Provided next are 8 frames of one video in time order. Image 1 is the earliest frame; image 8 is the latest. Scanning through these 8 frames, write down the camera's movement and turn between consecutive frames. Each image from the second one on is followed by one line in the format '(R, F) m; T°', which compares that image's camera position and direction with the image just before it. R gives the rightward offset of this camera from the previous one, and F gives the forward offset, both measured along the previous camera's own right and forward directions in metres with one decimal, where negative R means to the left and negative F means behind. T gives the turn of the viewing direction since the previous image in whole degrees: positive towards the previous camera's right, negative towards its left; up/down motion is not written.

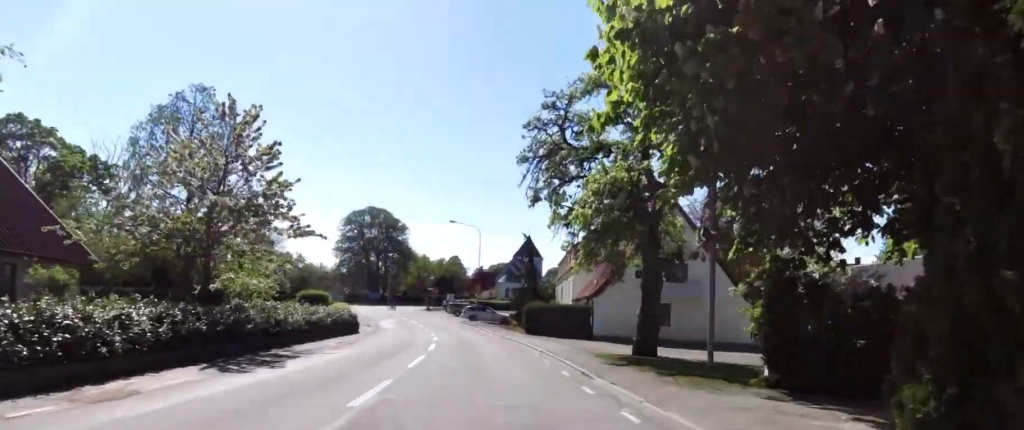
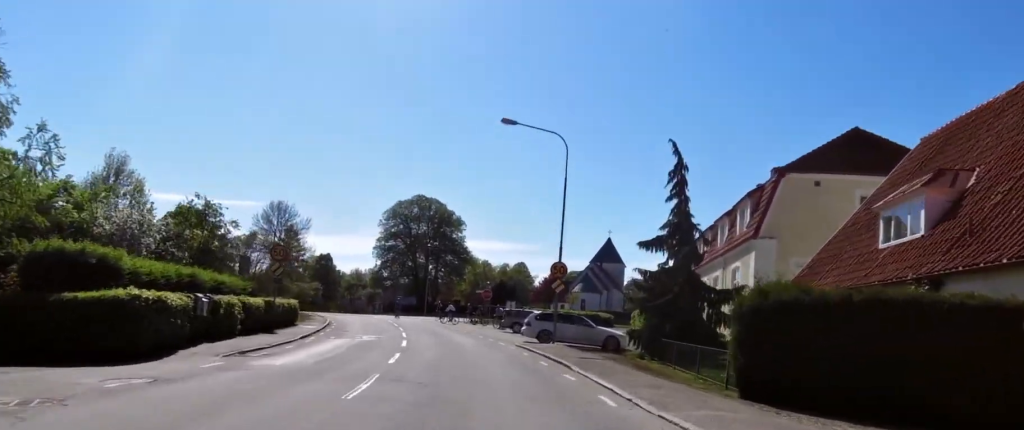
(+0.4, +29.6) m; +7°
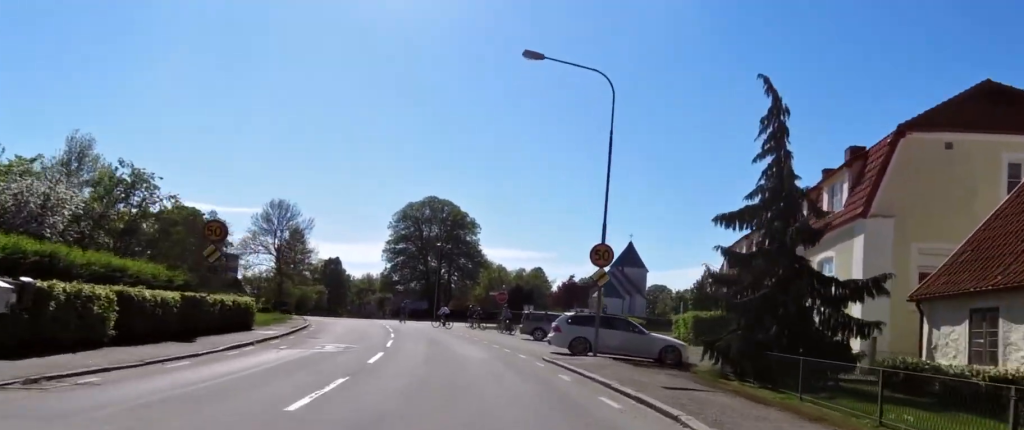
(+0.6, +6.9) m; -3°
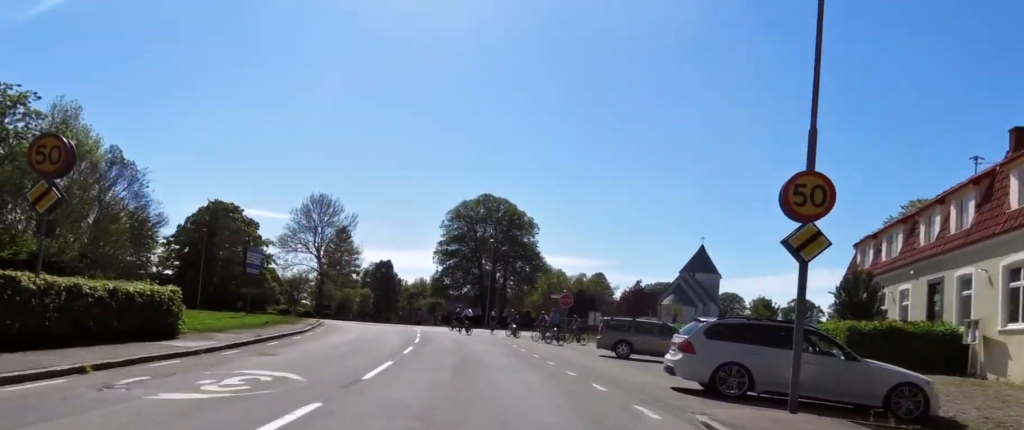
(-1.5, +8.4) m; -11°
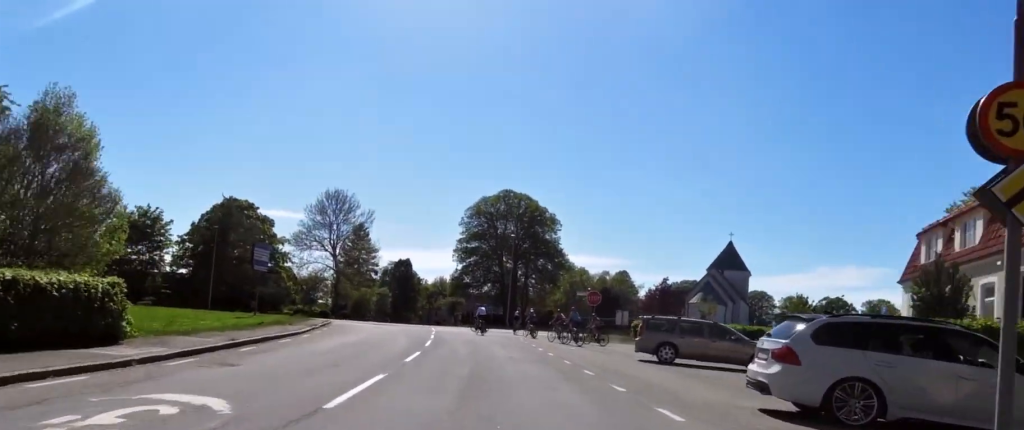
(-0.5, +2.9) m; 0°
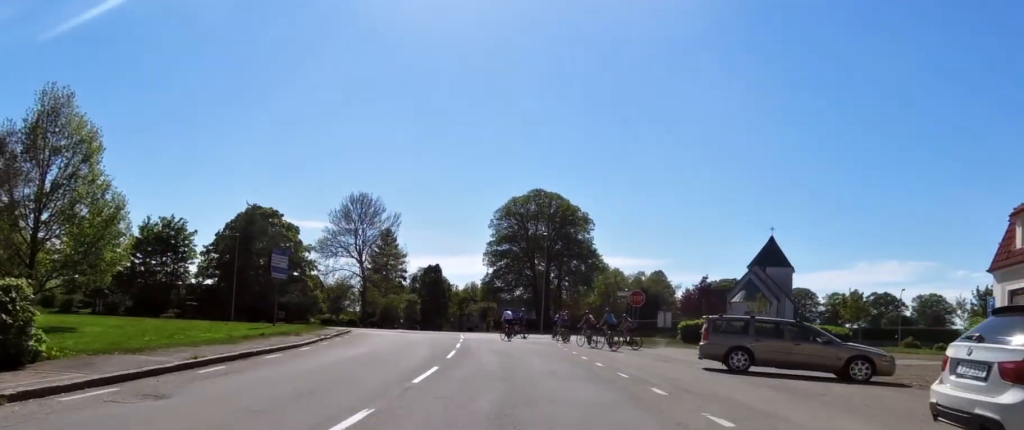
(+1.1, +2.7) m; +6°
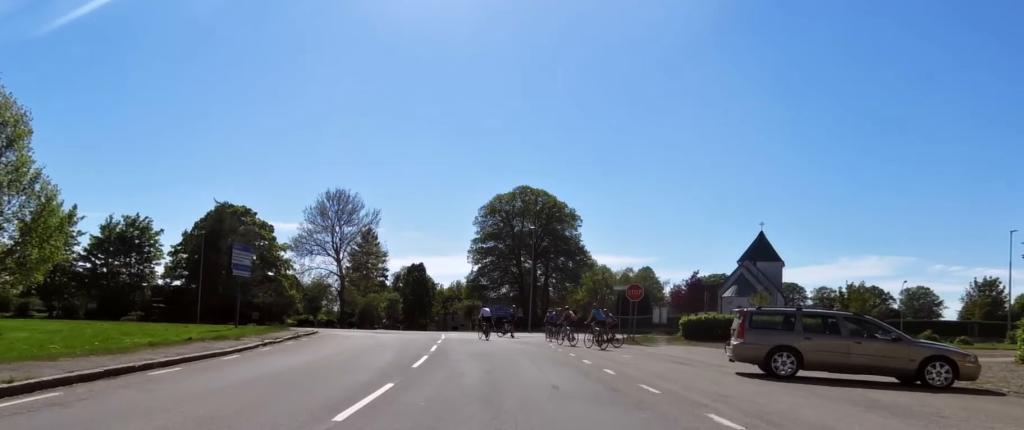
(+0.5, +3.2) m; +1°
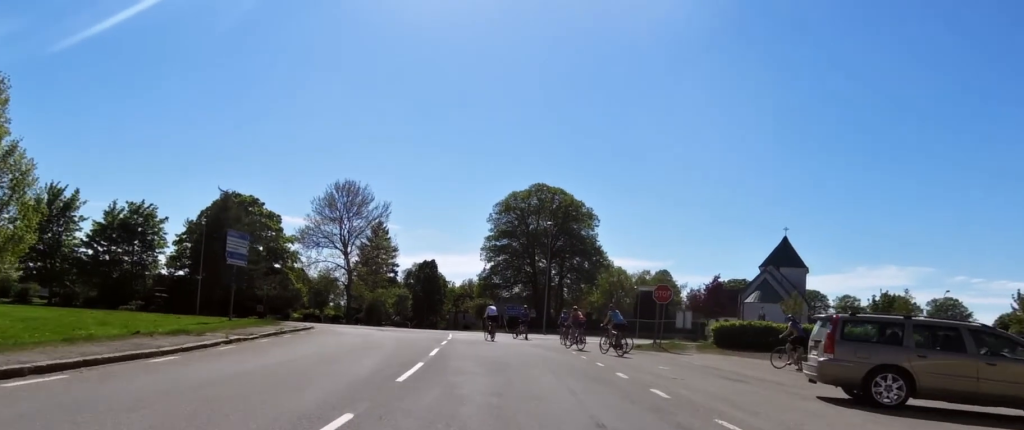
(-0.4, +2.6) m; -8°
